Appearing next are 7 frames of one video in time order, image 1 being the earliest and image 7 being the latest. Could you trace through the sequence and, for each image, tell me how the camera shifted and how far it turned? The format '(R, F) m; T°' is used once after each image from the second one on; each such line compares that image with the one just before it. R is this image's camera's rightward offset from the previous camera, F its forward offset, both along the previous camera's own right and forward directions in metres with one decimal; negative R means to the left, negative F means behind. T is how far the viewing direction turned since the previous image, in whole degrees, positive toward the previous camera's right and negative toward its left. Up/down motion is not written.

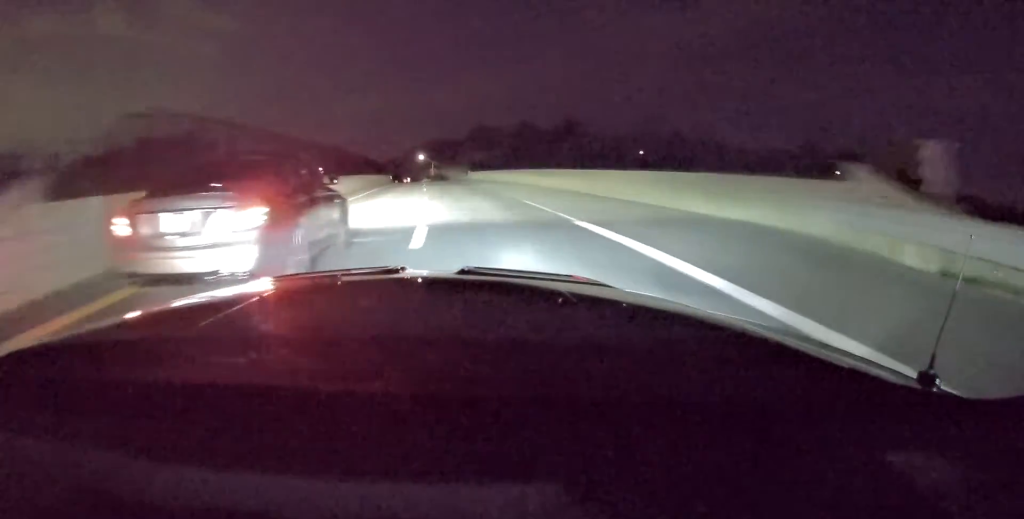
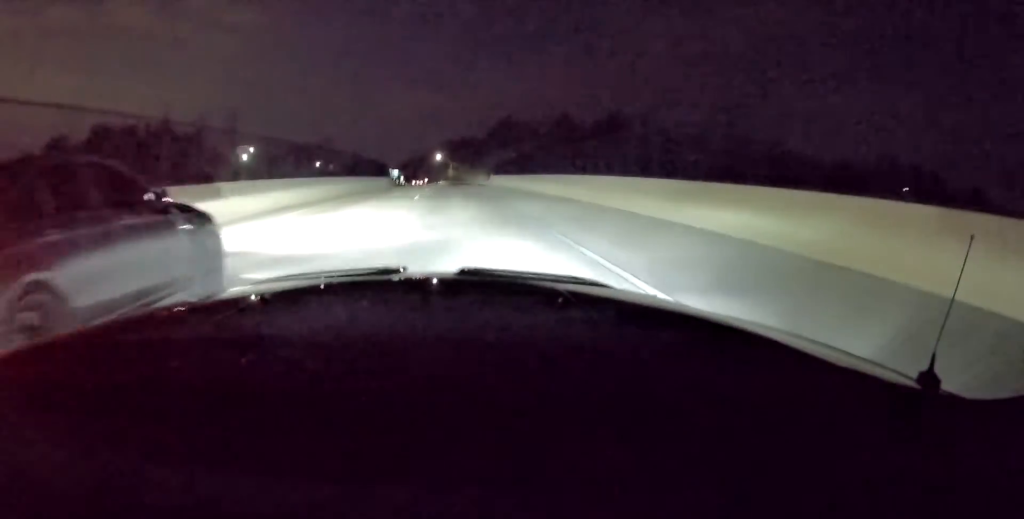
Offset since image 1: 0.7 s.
(0.0, +18.2) m; 0°
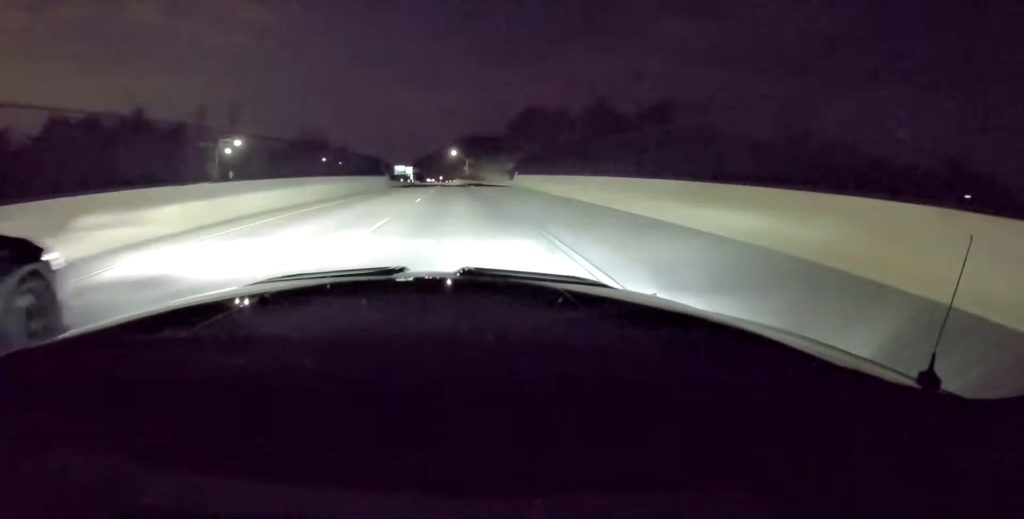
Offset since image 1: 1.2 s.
(-0.2, +14.8) m; 0°
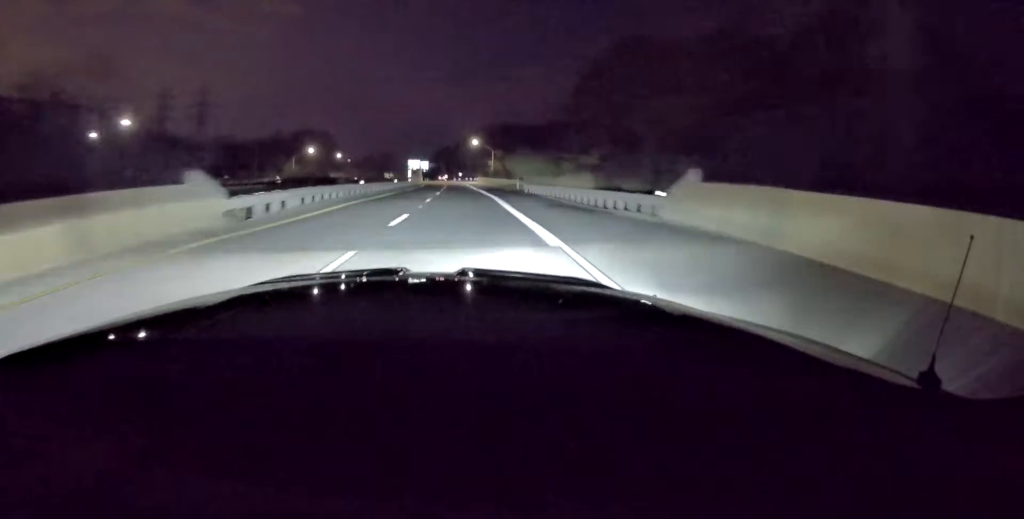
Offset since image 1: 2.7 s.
(-0.5, +42.7) m; -3°
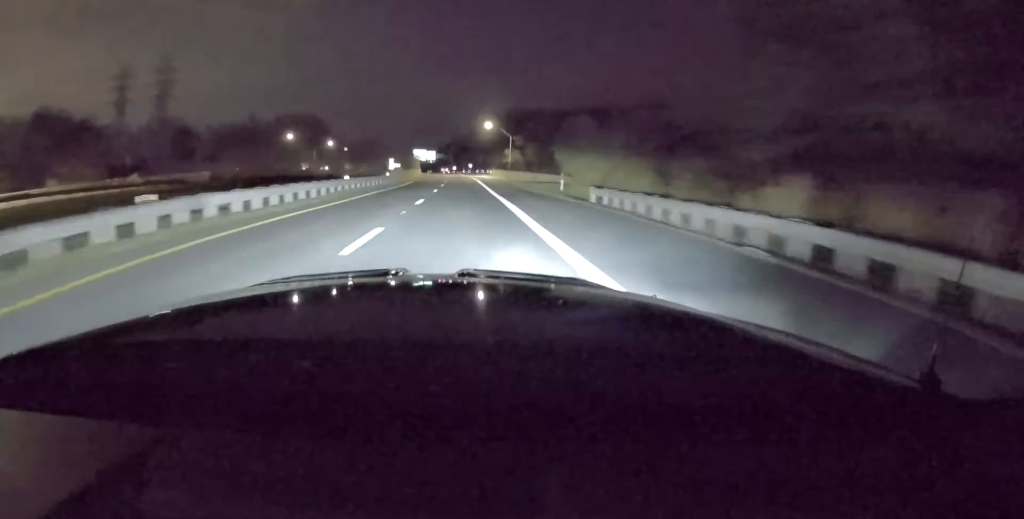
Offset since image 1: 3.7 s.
(-0.9, +29.2) m; -2°
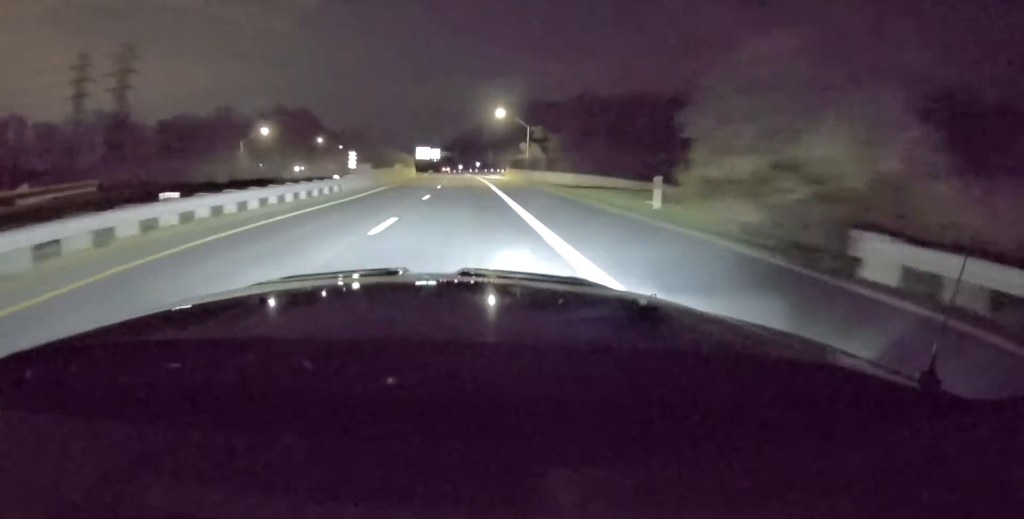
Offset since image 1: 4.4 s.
(+0.3, +21.8) m; -1°
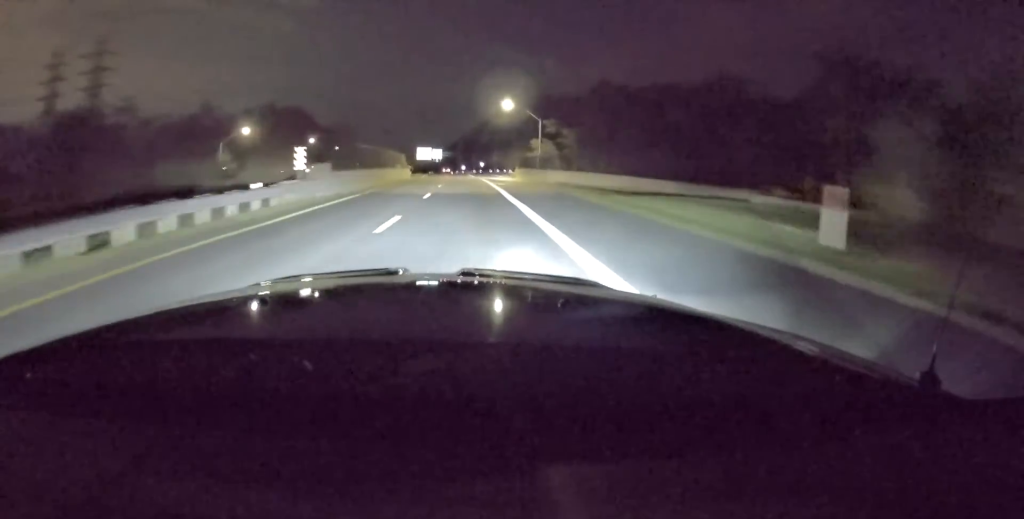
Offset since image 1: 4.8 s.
(-0.2, +12.6) m; -1°
